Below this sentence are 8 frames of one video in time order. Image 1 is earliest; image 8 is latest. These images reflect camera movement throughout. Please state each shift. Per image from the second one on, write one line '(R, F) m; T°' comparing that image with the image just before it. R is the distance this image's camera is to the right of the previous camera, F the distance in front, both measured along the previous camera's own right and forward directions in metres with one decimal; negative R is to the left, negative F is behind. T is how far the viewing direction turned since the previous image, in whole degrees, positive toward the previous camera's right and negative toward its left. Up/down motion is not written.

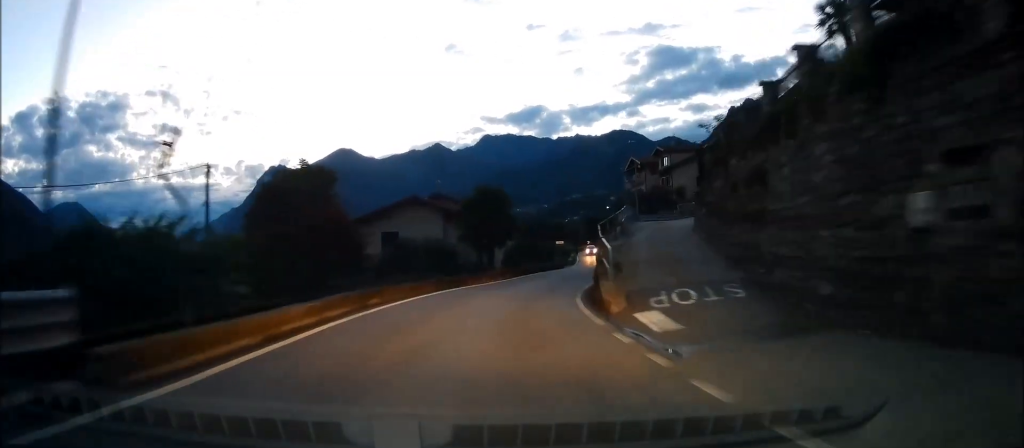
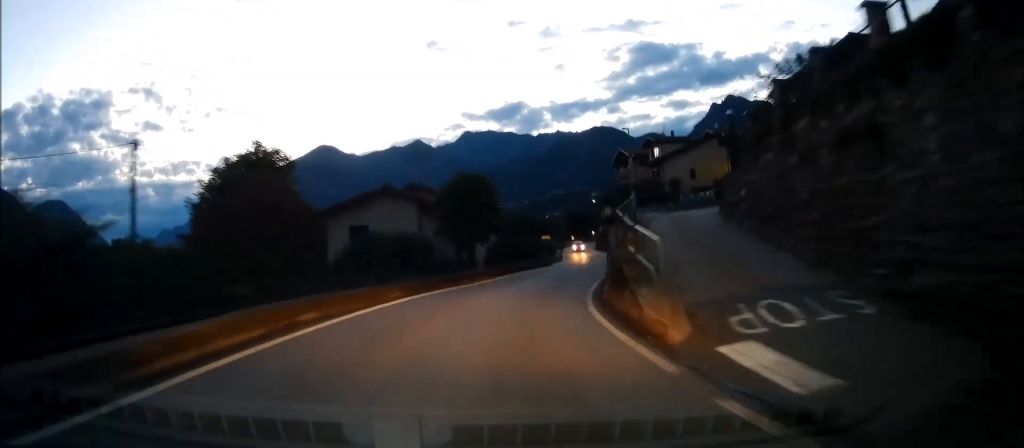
(-0.1, +5.3) m; +1°
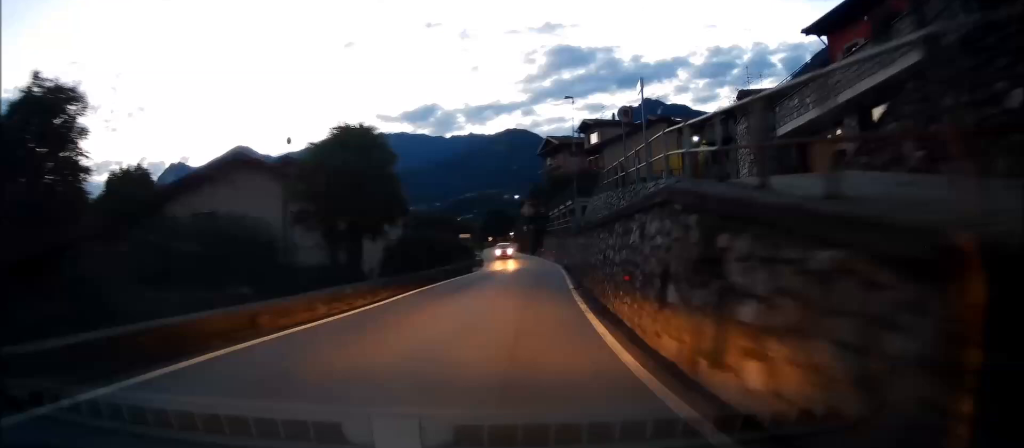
(+0.8, +13.4) m; +7°
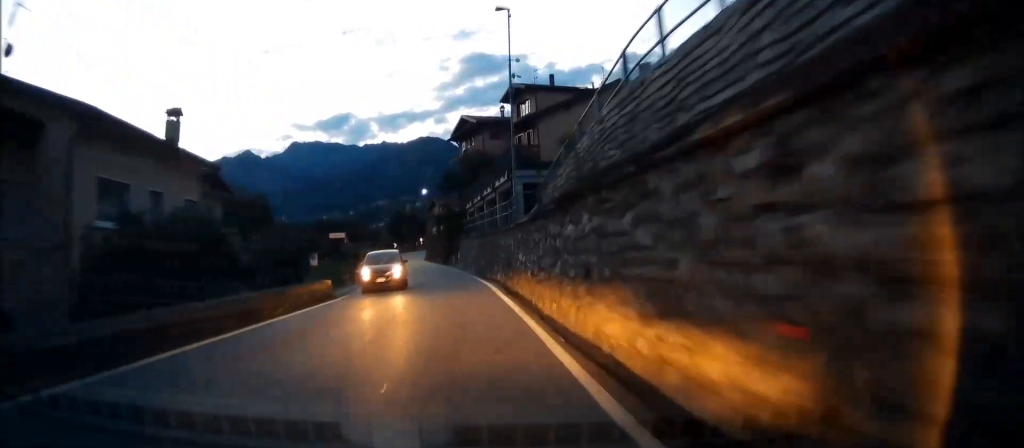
(+1.2, +18.7) m; +7°
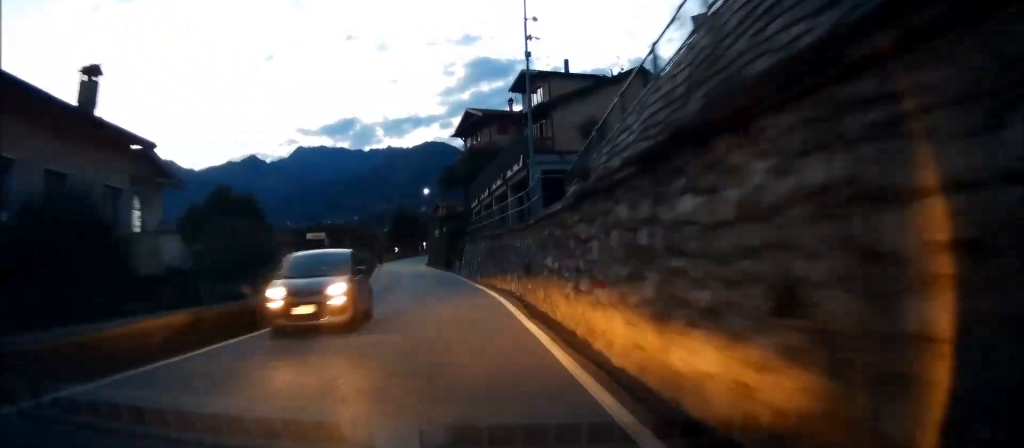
(+0.2, +5.6) m; 0°
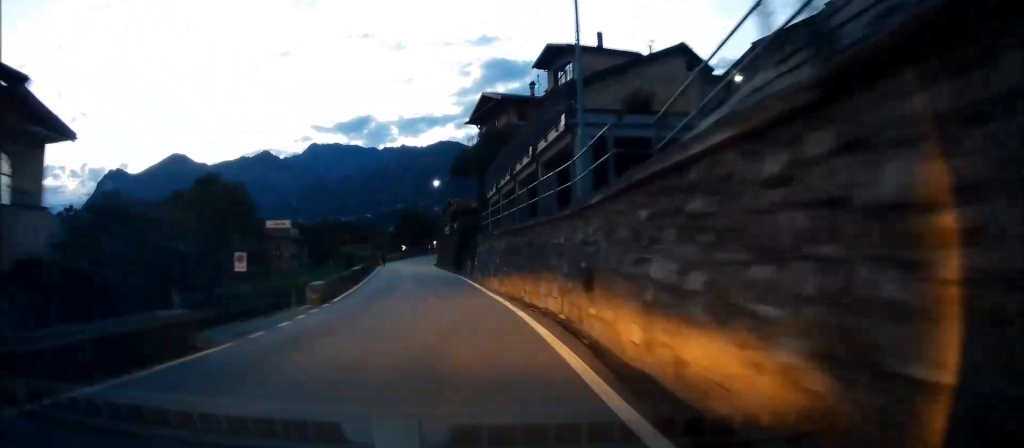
(+0.2, +7.0) m; 0°
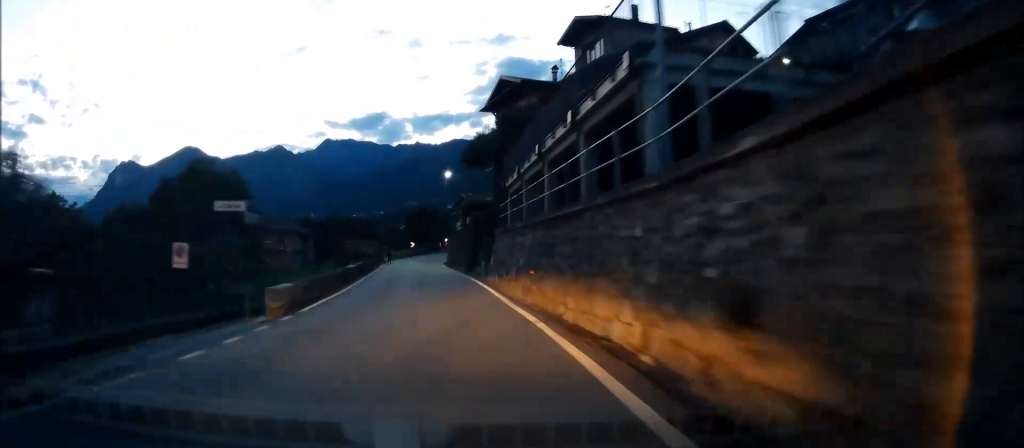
(-0.2, +5.3) m; 0°
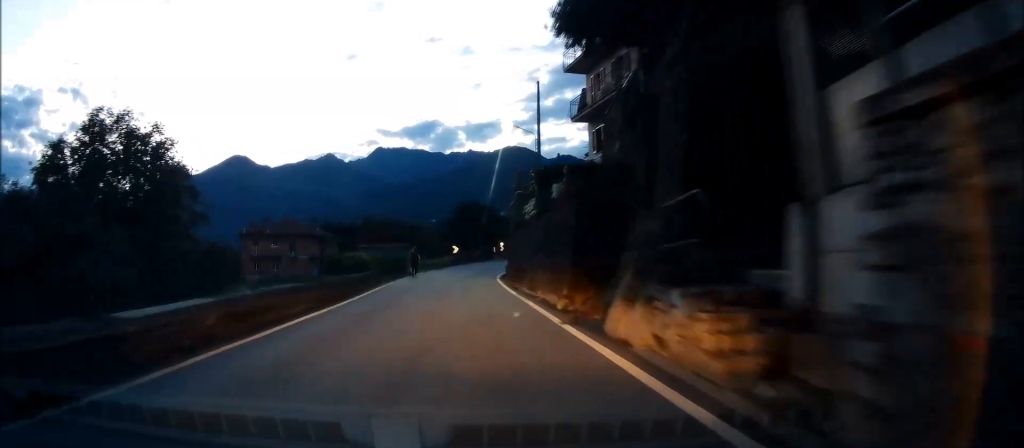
(-0.5, +24.4) m; -3°
